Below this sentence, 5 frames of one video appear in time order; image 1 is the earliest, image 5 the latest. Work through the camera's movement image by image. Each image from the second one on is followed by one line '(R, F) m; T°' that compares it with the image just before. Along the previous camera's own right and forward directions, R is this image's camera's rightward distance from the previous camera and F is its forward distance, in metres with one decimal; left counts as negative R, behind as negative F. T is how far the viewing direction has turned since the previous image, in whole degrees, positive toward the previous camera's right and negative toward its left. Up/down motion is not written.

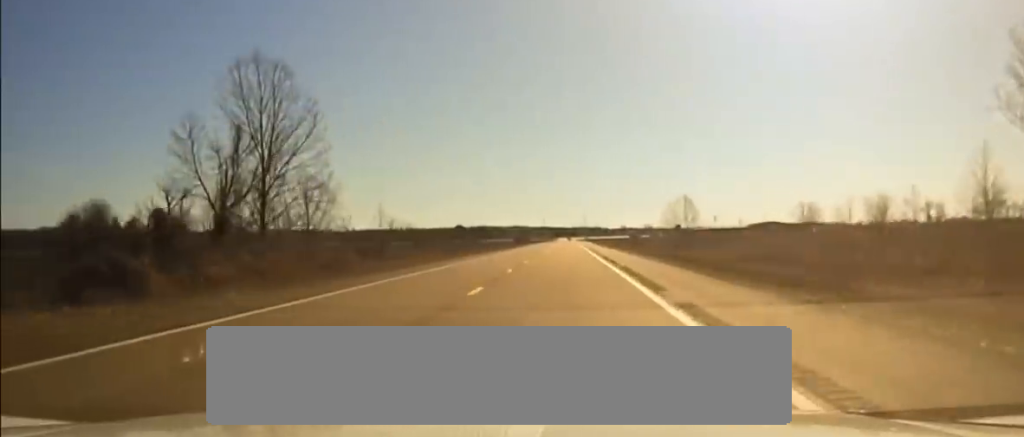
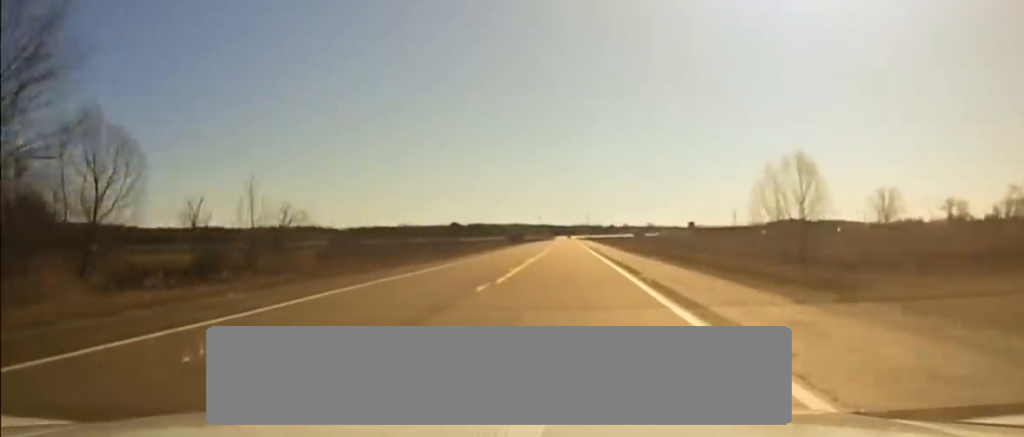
(-0.1, +57.4) m; 0°
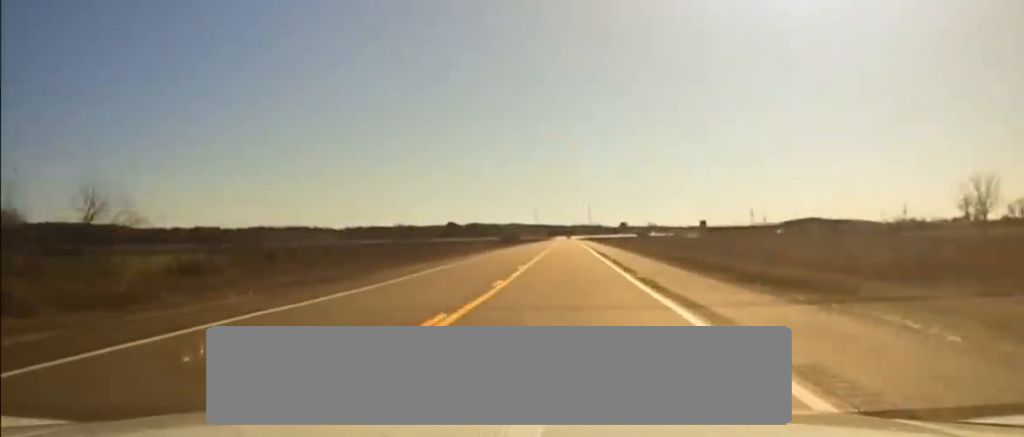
(0.0, +40.9) m; 0°
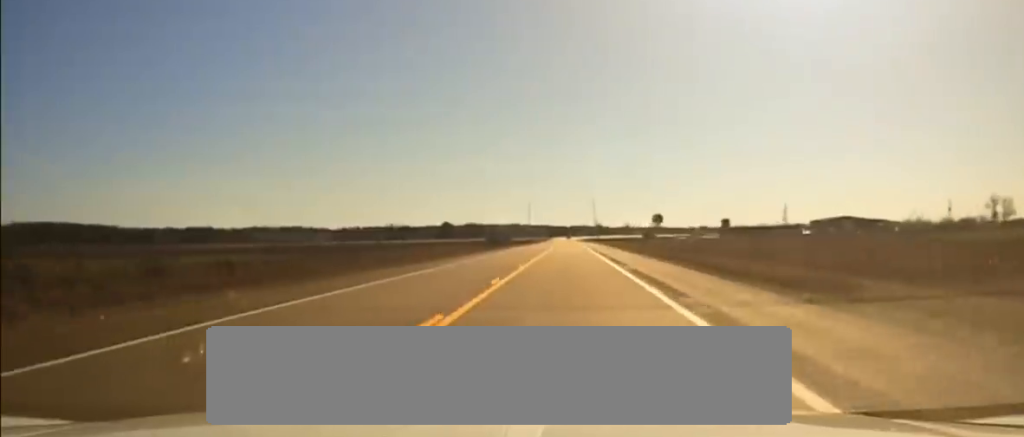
(0.0, +59.4) m; 0°
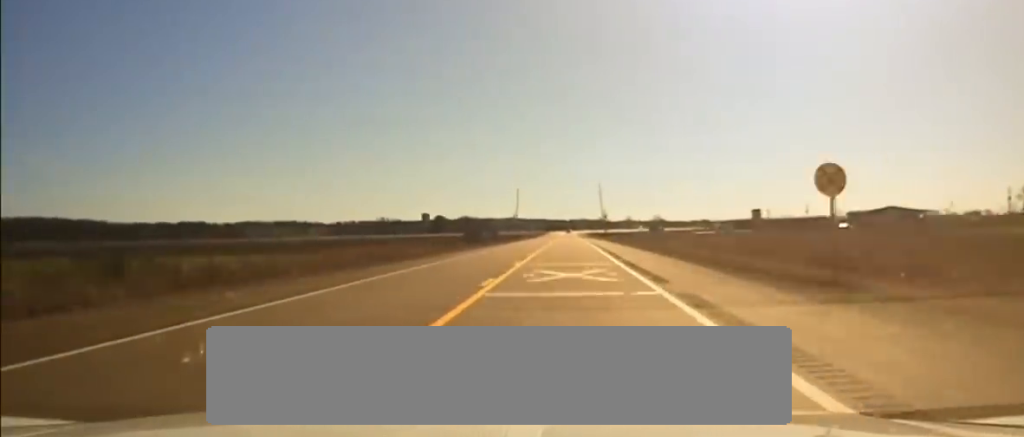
(0.0, +61.0) m; 0°
